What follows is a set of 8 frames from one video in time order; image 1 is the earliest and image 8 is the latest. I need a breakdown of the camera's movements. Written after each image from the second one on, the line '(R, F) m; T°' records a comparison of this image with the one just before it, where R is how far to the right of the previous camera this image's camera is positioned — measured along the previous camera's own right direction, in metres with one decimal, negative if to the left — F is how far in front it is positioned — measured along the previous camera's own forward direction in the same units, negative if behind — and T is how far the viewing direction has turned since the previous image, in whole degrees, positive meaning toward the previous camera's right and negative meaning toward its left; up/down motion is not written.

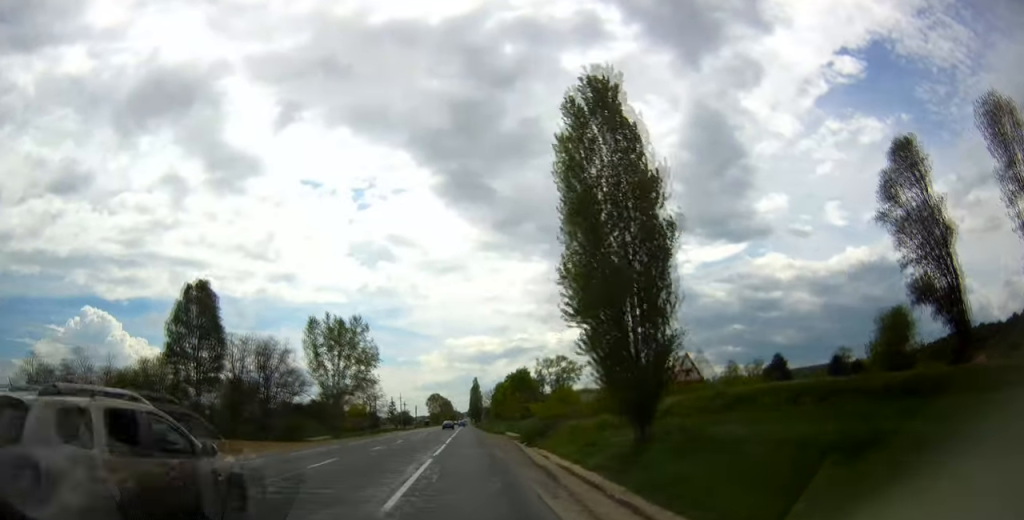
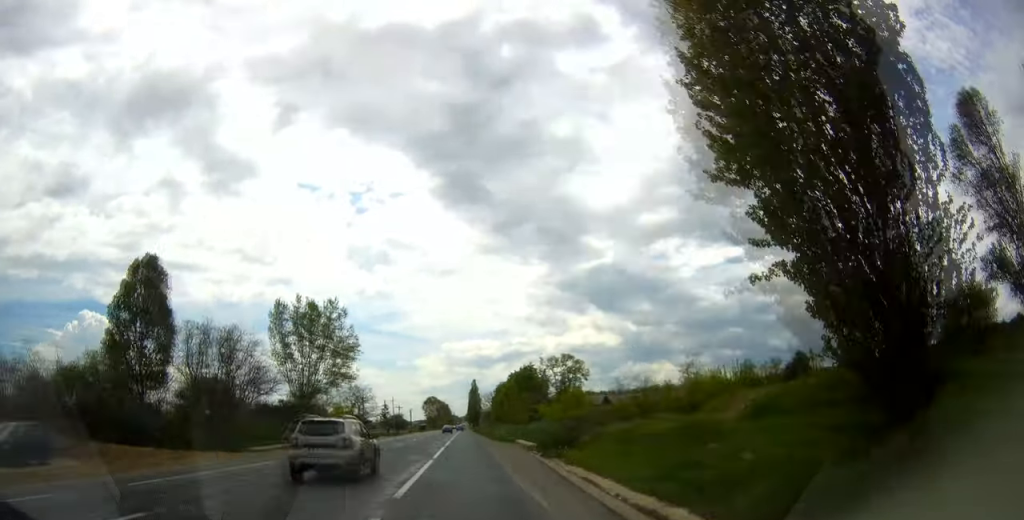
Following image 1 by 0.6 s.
(-0.1, +12.6) m; 0°
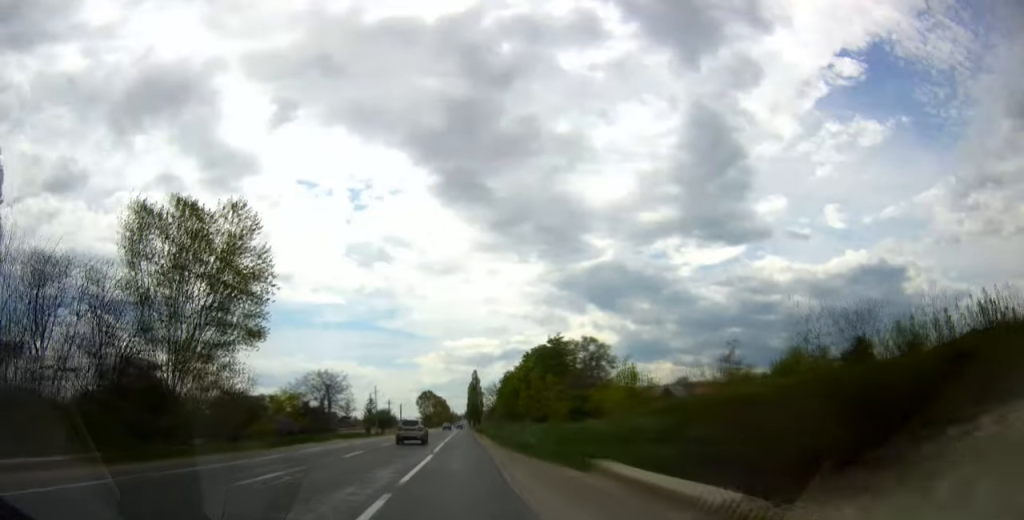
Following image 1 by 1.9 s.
(+0.1, +28.0) m; 0°
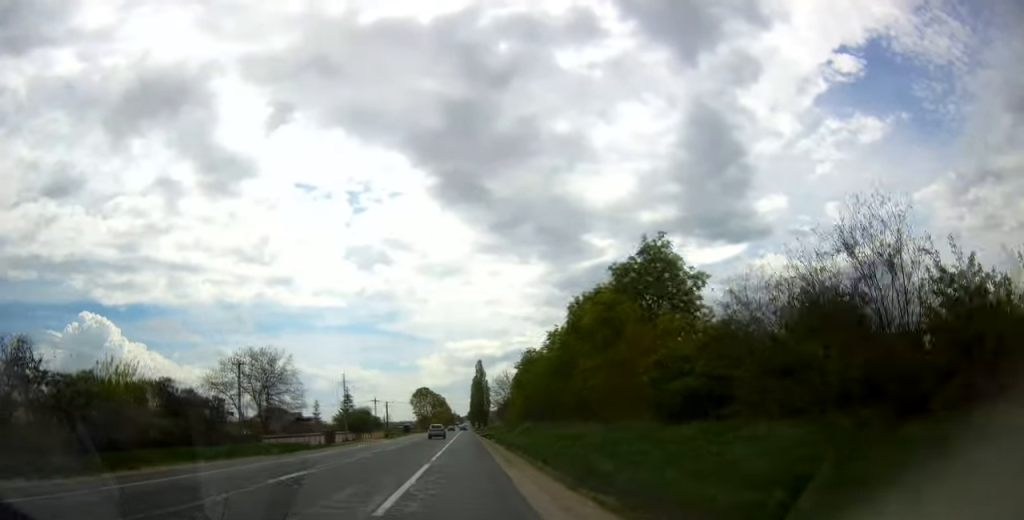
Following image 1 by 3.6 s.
(0.0, +34.0) m; 0°
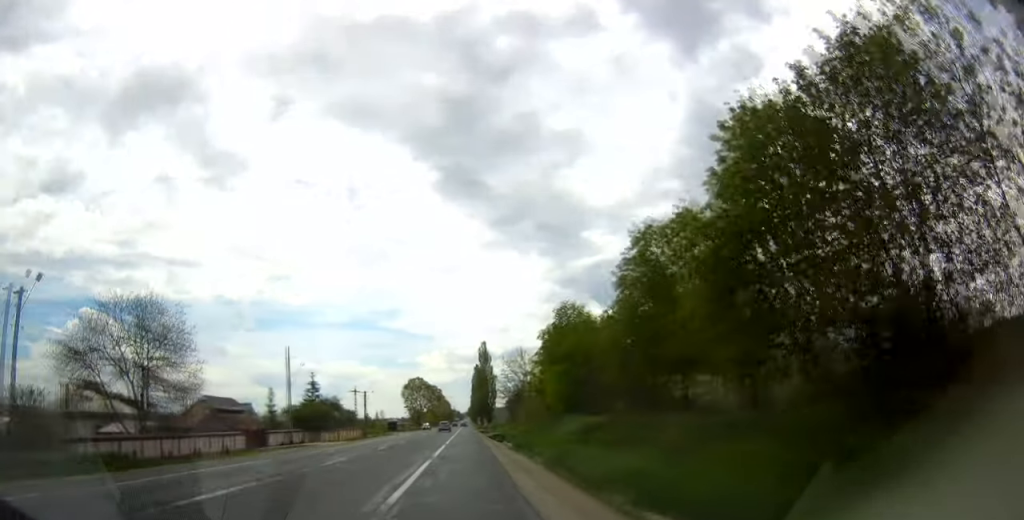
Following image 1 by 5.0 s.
(-0.2, +28.6) m; 0°
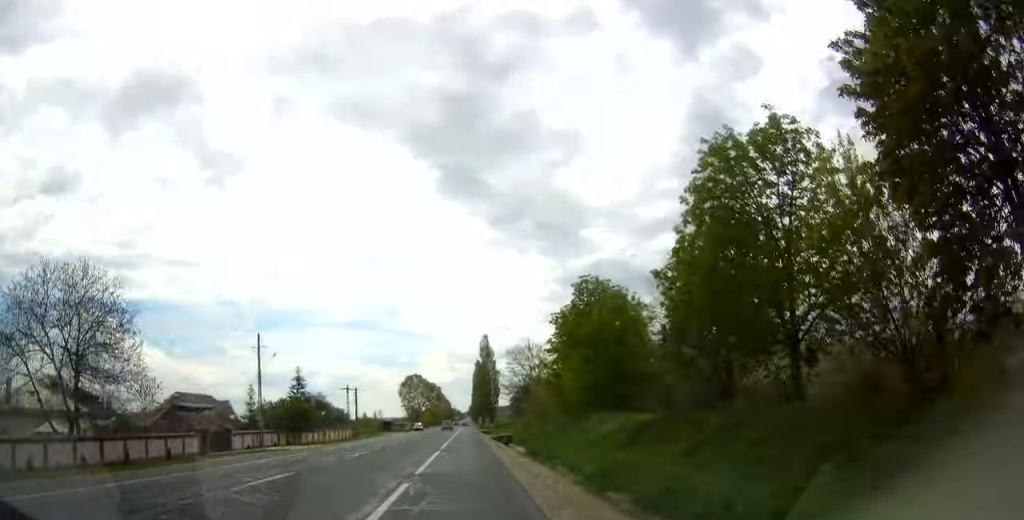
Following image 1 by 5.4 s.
(0.0, +9.0) m; 0°
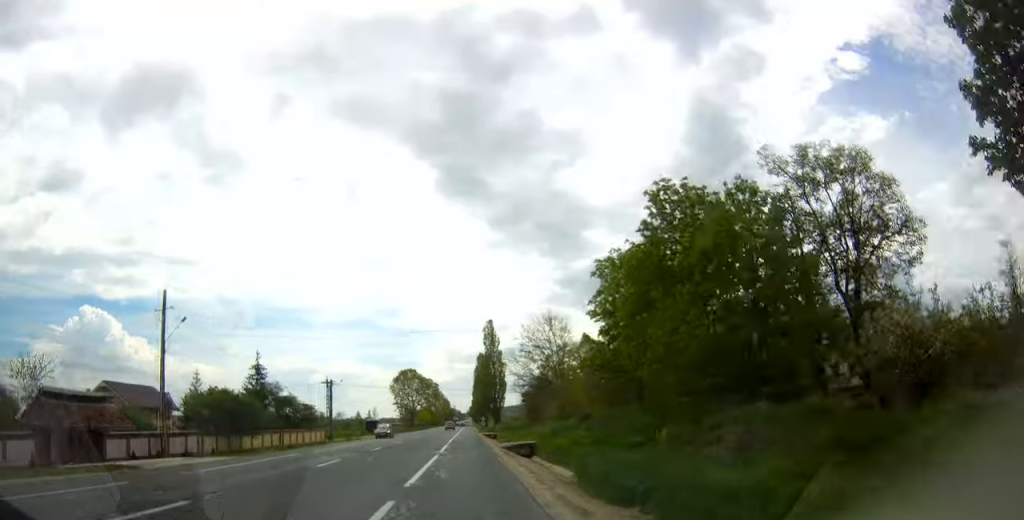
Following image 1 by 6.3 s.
(+0.1, +17.8) m; 0°
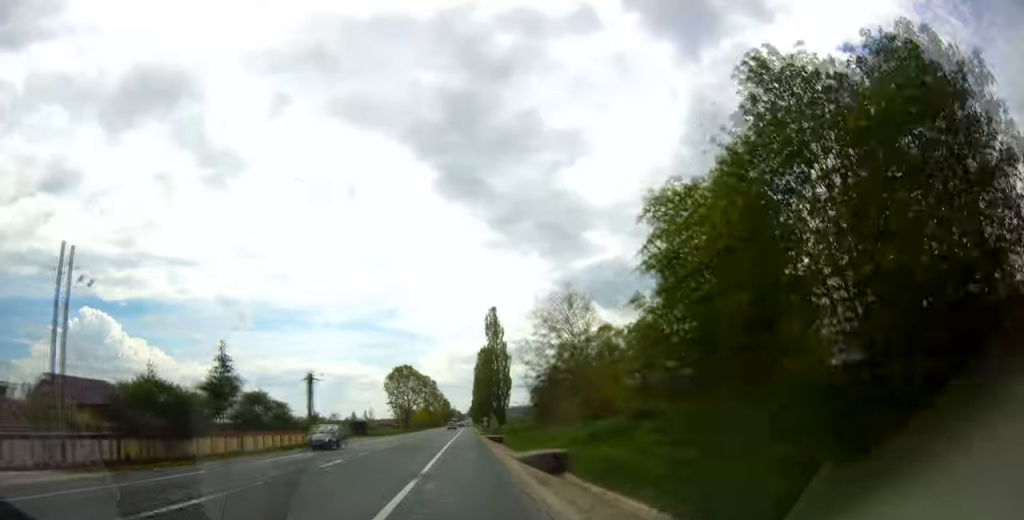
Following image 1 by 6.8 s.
(0.0, +10.5) m; 0°
